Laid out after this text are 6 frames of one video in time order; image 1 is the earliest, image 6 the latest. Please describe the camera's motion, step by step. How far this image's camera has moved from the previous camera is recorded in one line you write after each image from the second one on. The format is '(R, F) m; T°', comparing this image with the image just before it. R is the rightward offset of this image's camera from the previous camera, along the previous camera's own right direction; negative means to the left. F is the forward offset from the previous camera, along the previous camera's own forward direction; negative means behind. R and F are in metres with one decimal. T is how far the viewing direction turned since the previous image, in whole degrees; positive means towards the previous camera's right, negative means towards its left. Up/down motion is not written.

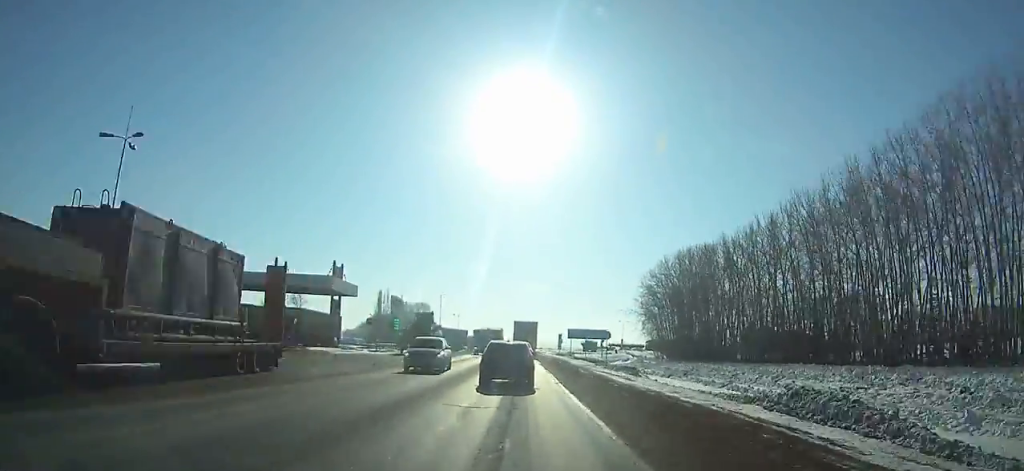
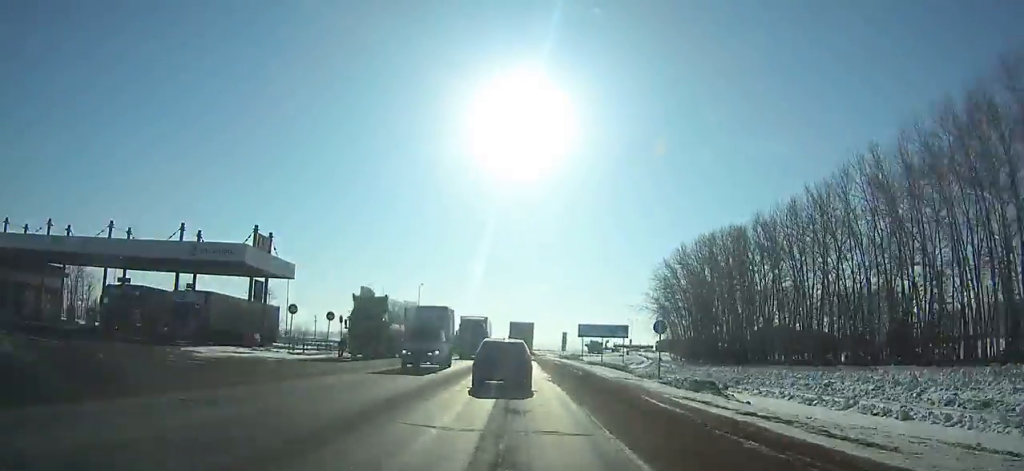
(0.0, +18.7) m; 0°
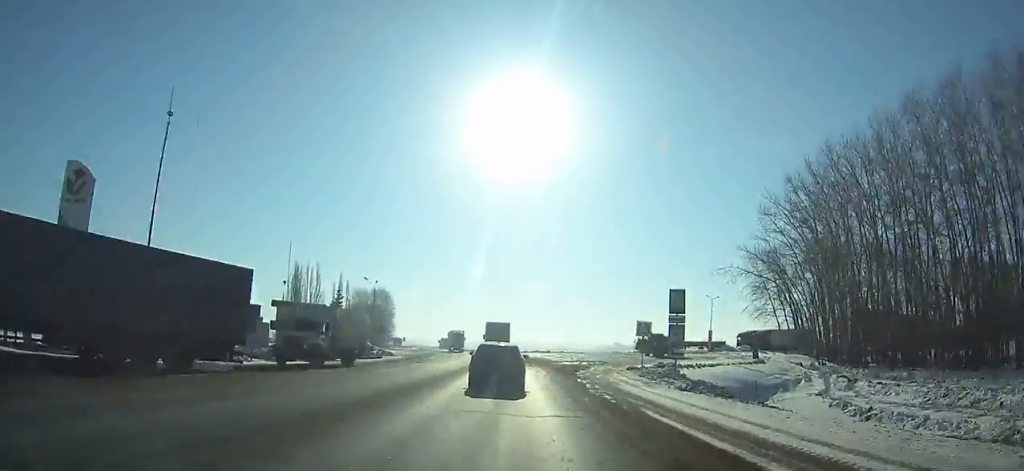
(-0.2, +67.8) m; -1°
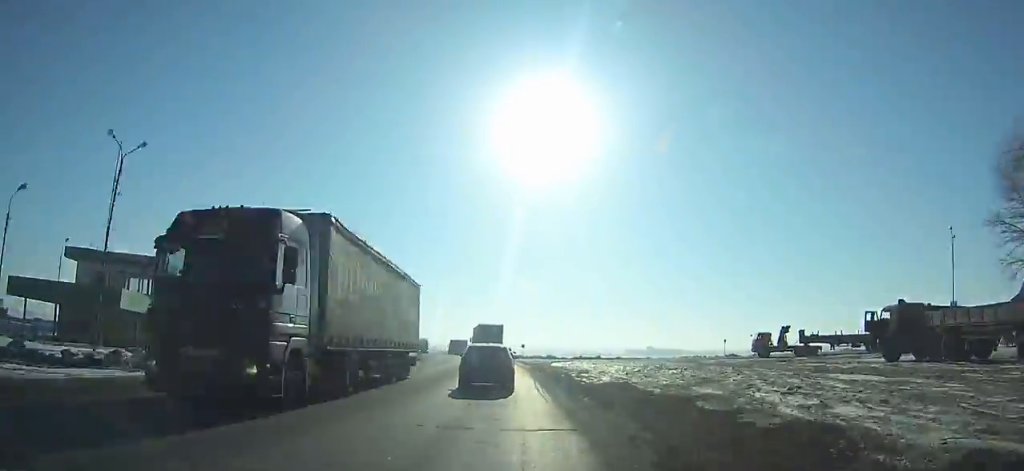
(-1.0, +48.5) m; -3°
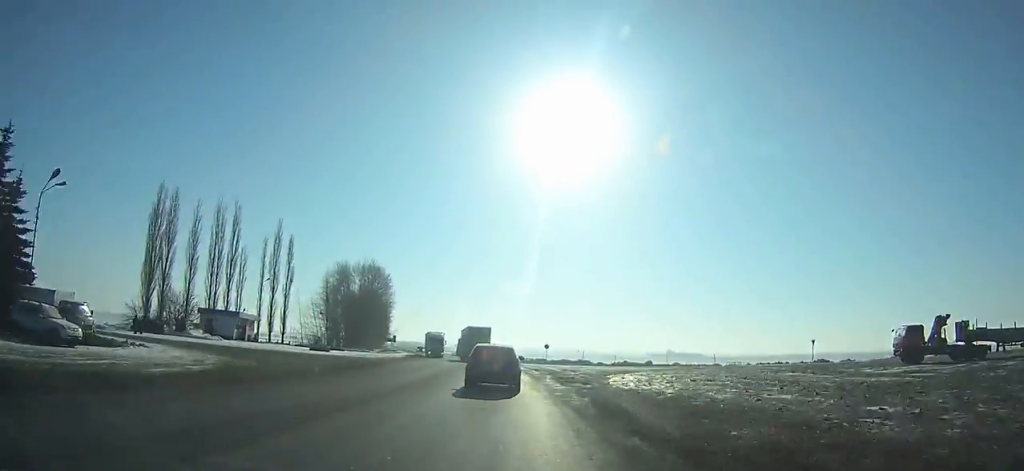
(-0.5, +25.4) m; -3°
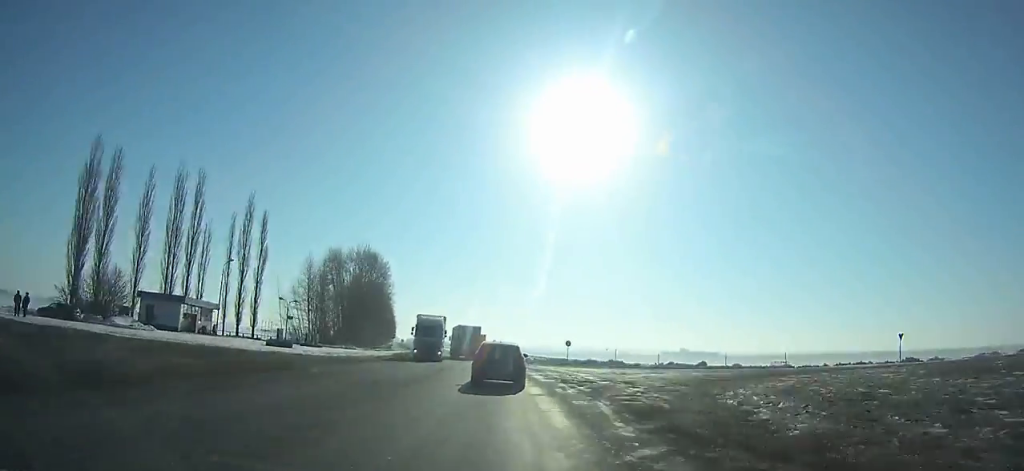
(-0.3, +18.0) m; -2°
